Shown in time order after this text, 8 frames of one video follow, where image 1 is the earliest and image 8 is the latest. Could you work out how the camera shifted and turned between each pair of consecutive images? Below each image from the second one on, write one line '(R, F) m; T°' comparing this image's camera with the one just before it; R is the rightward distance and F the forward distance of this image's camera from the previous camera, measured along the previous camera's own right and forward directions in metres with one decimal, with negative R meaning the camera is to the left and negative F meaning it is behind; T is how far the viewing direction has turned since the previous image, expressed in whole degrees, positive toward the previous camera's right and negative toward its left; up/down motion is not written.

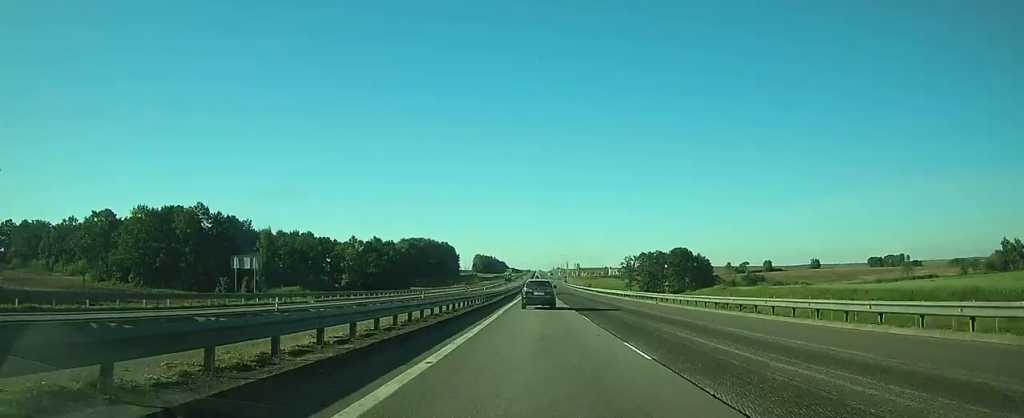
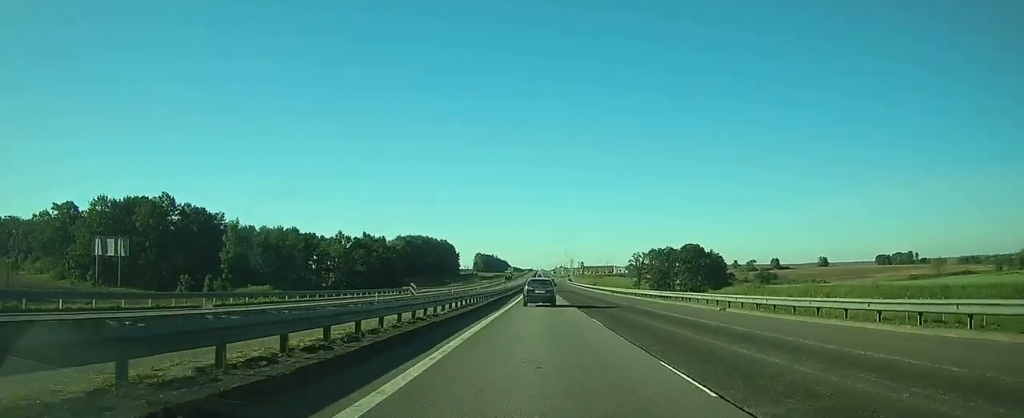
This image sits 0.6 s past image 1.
(0.0, +15.4) m; 0°
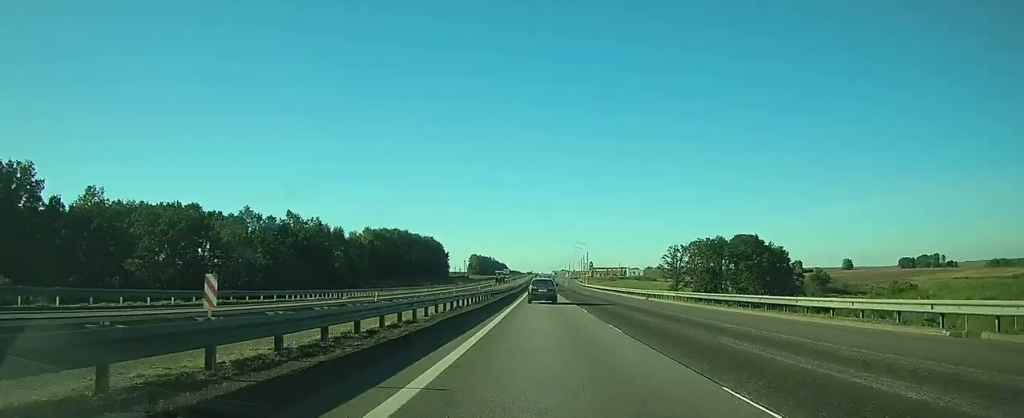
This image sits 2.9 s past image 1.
(-0.5, +60.5) m; 0°
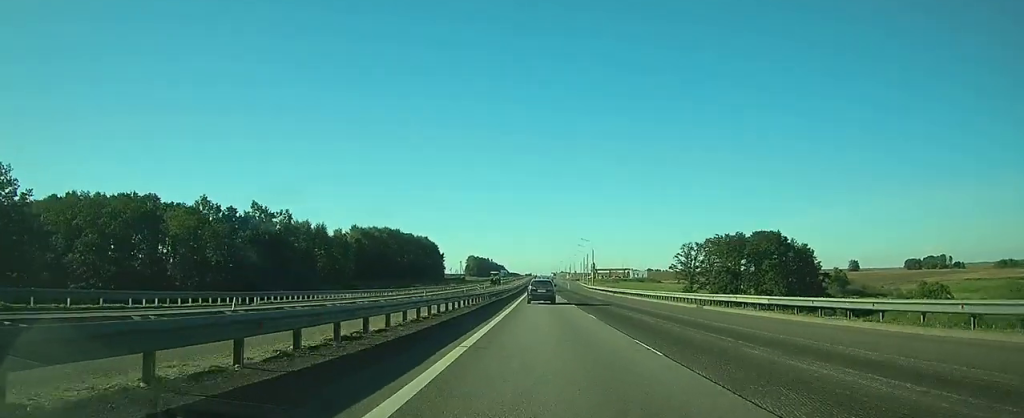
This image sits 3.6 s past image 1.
(0.0, +16.7) m; 0°
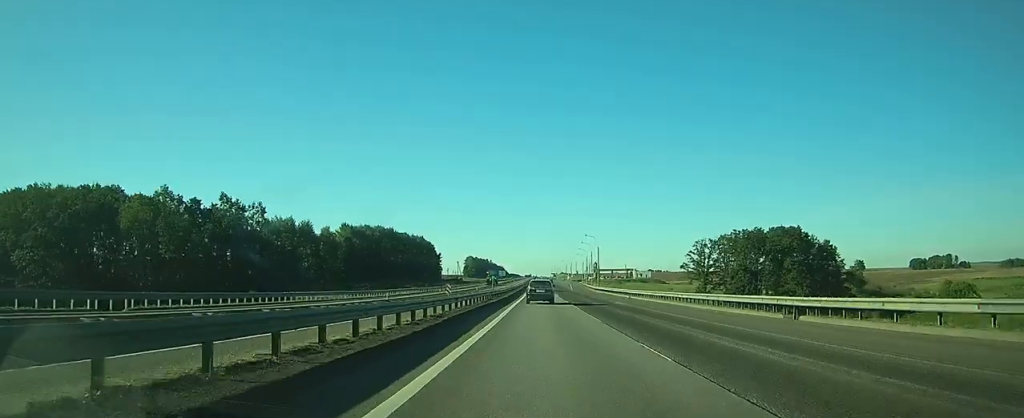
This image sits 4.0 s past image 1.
(0.0, +12.3) m; 0°
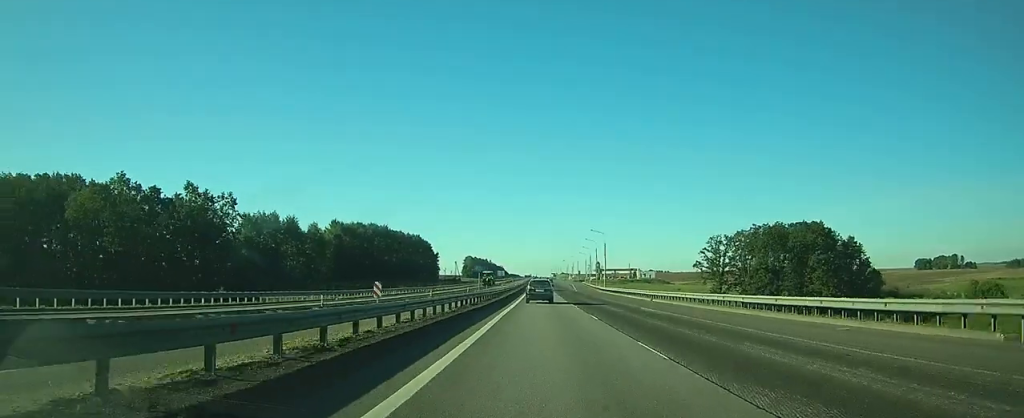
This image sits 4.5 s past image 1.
(0.0, +11.6) m; 0°
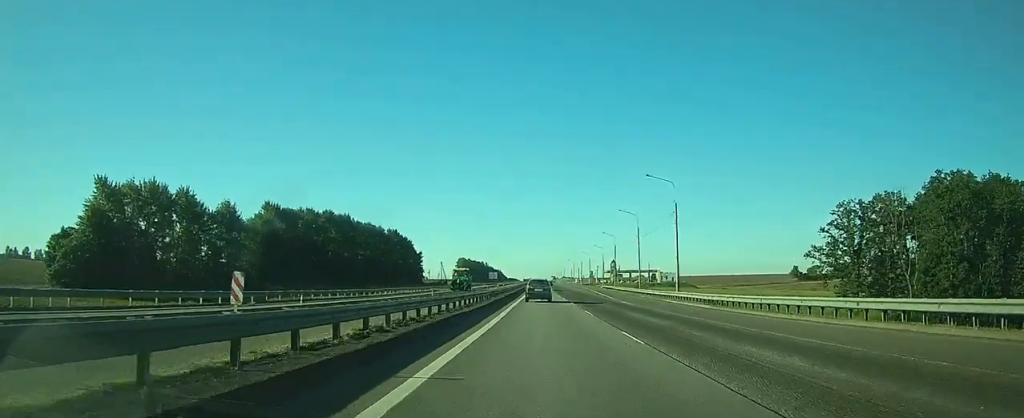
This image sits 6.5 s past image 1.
(0.0, +56.2) m; 0°
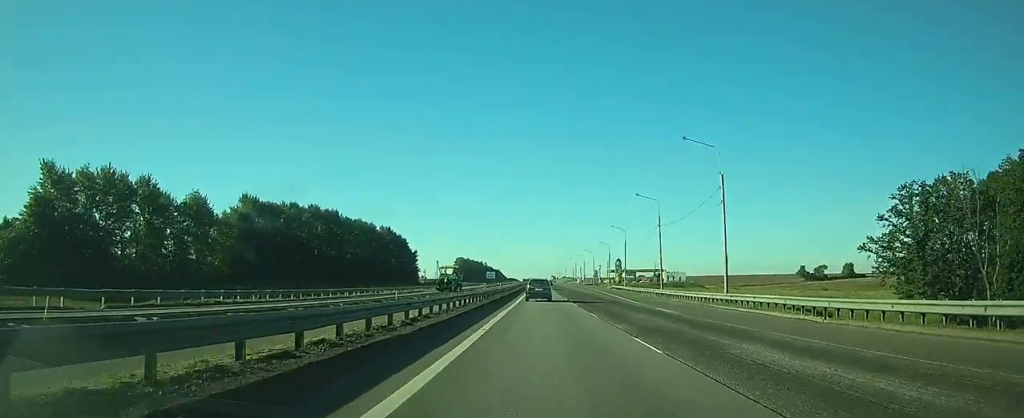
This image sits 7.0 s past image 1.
(0.0, +13.8) m; 0°
